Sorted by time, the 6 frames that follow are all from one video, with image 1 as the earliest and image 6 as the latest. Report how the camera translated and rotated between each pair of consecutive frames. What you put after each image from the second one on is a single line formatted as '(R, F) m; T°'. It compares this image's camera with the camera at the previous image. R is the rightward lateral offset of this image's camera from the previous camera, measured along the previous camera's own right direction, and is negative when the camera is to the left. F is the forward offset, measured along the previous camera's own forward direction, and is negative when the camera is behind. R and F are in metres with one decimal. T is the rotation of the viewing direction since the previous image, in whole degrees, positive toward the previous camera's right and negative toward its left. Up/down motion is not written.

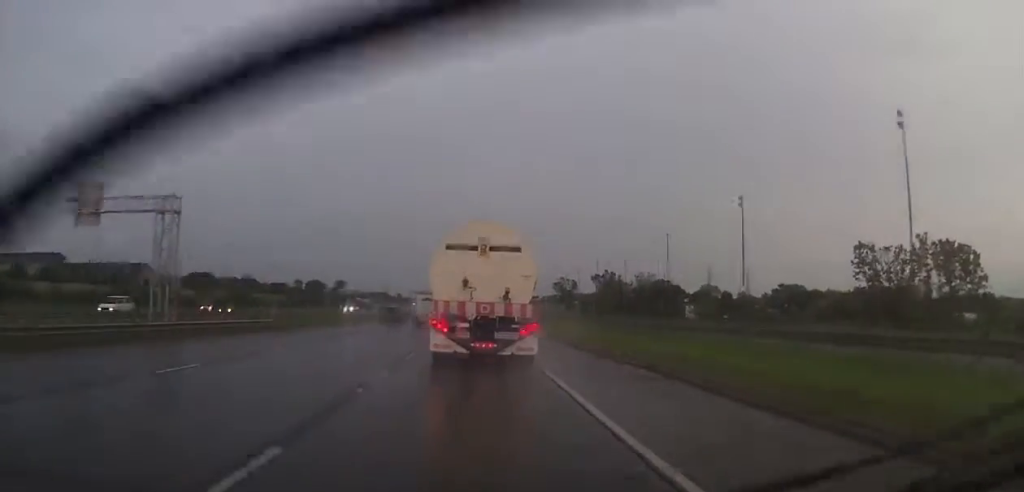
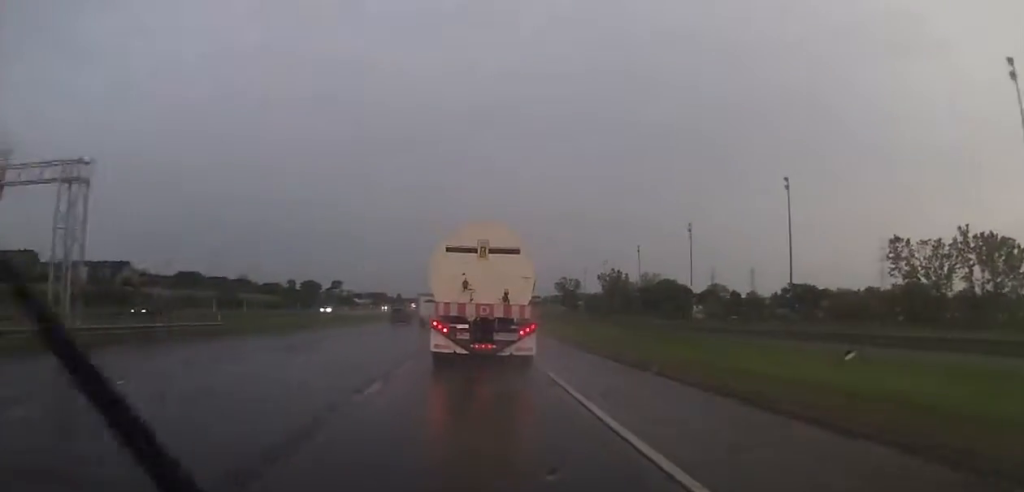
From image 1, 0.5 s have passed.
(-0.3, +12.1) m; 0°
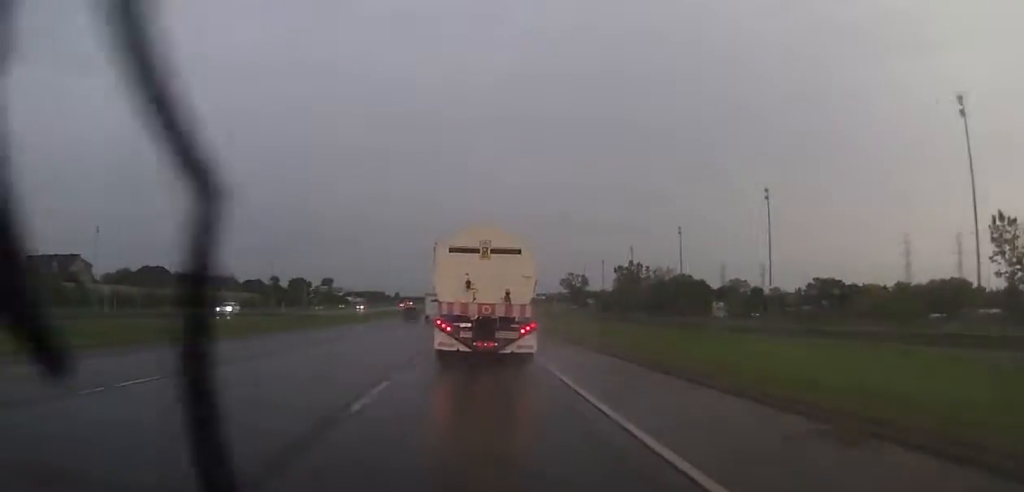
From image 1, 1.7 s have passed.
(+0.4, +27.2) m; +1°
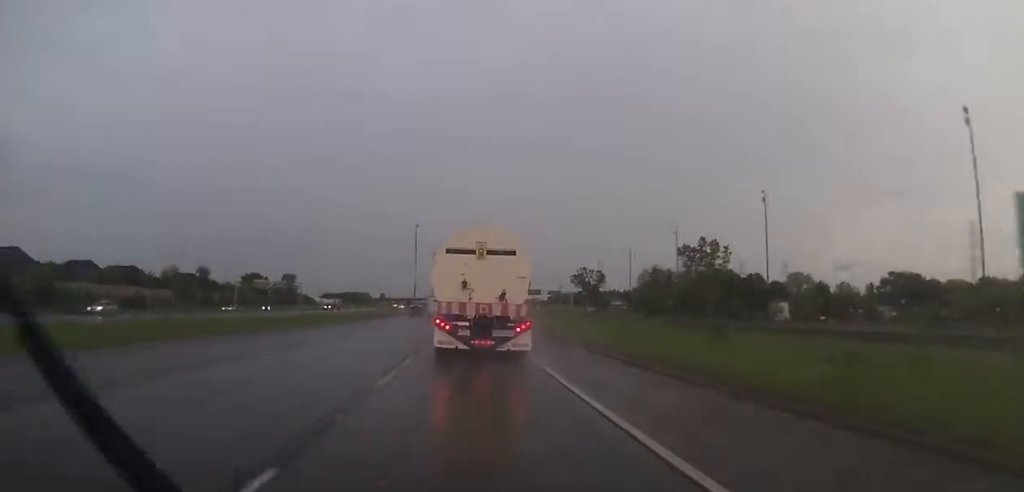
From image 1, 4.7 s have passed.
(+0.4, +68.9) m; 0°
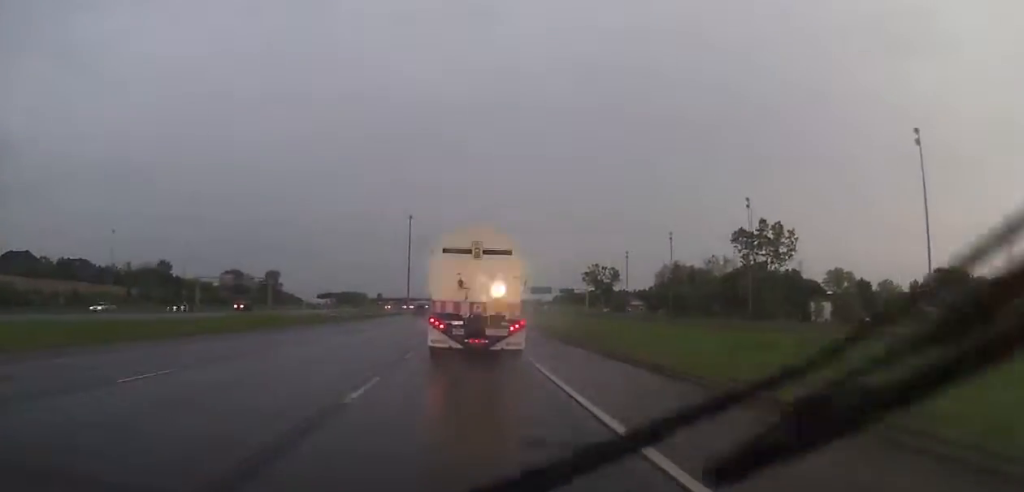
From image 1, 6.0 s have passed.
(+0.2, +28.8) m; +1°
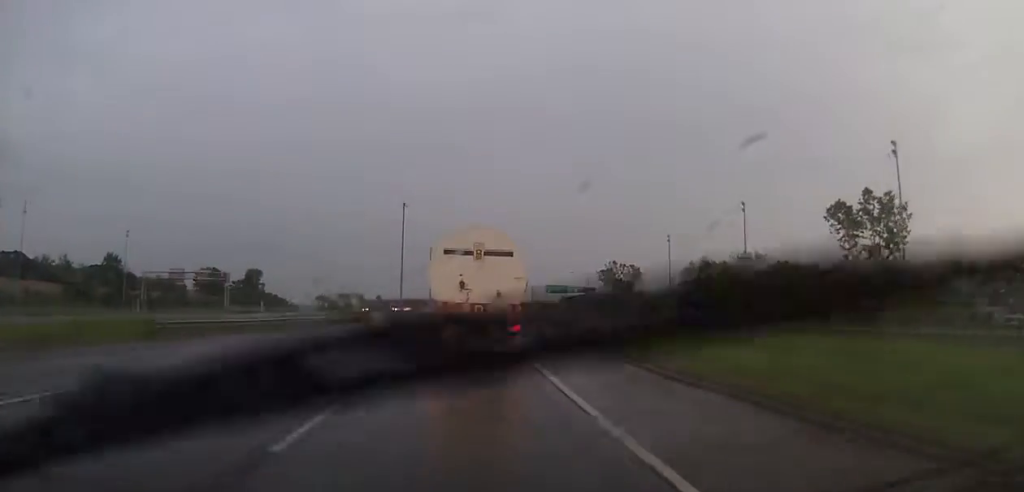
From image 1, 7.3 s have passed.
(0.0, +30.3) m; -1°
